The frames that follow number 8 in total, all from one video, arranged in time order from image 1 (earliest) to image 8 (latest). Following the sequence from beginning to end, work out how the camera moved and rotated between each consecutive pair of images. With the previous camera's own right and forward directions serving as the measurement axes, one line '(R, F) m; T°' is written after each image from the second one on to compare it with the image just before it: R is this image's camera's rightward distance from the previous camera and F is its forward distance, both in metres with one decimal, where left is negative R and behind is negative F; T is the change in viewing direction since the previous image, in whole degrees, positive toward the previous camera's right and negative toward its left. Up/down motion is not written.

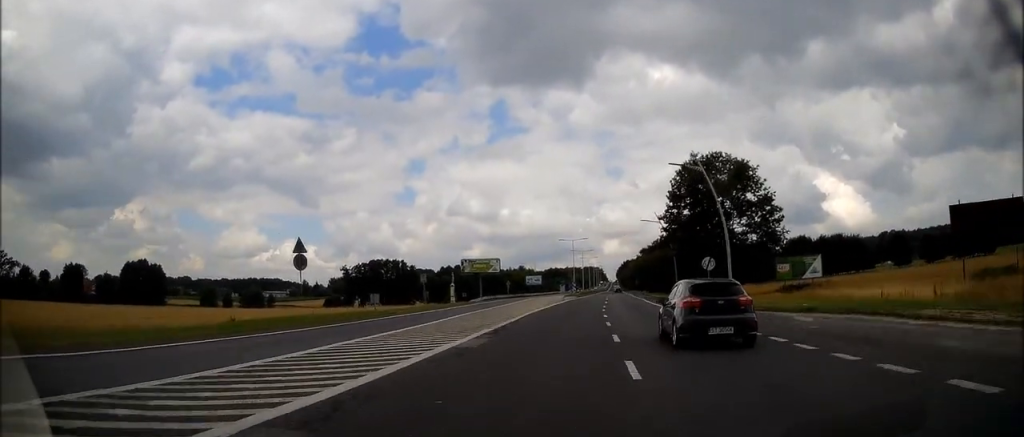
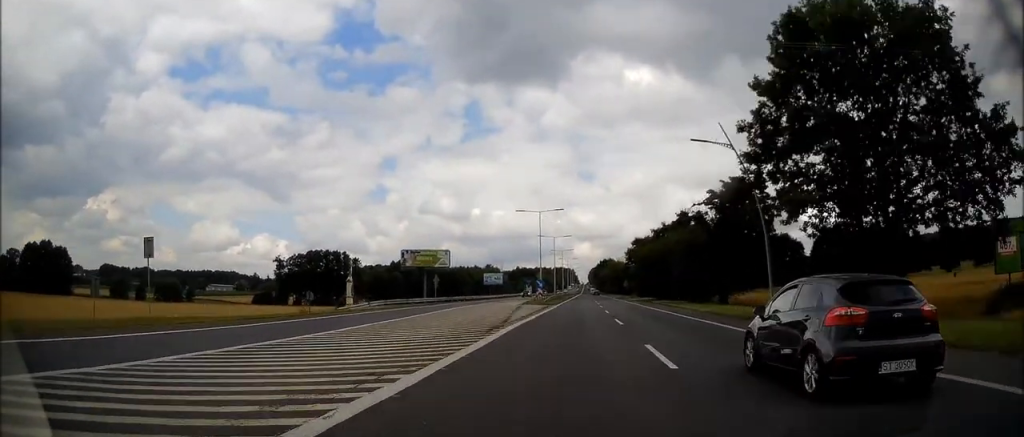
(+0.8, +39.2) m; +3°
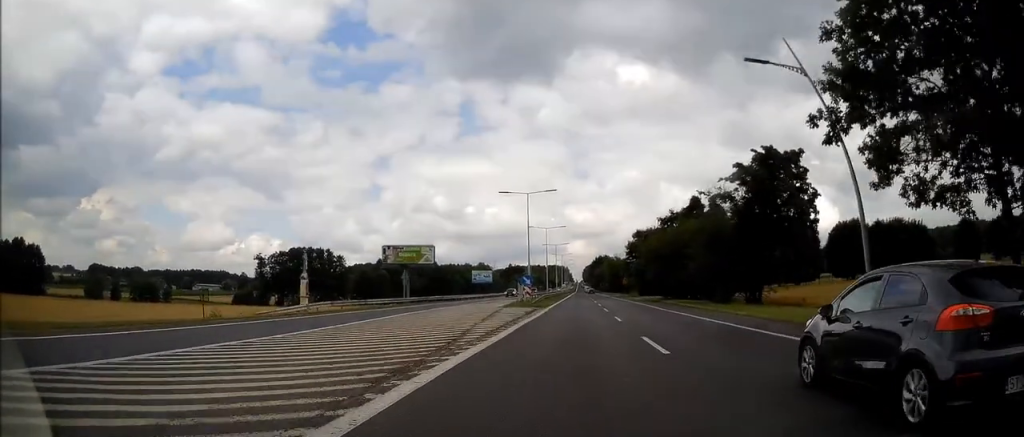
(0.0, +10.9) m; +1°
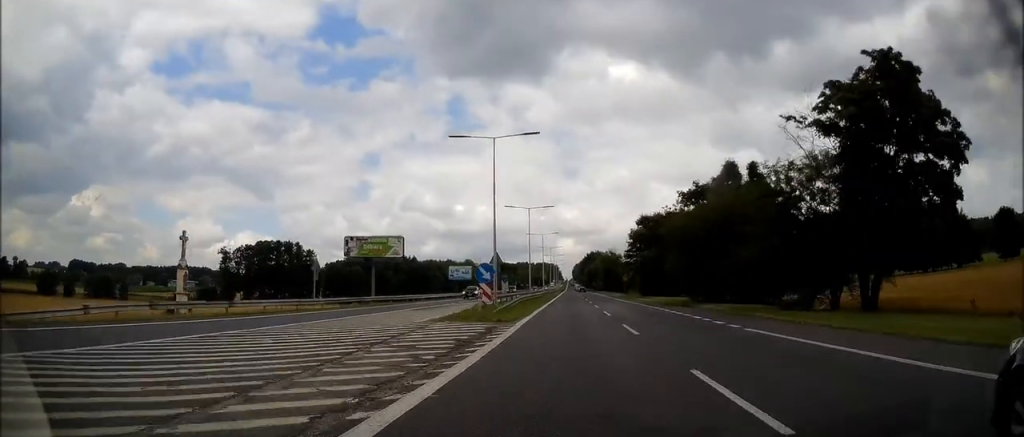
(+0.4, +18.6) m; +1°
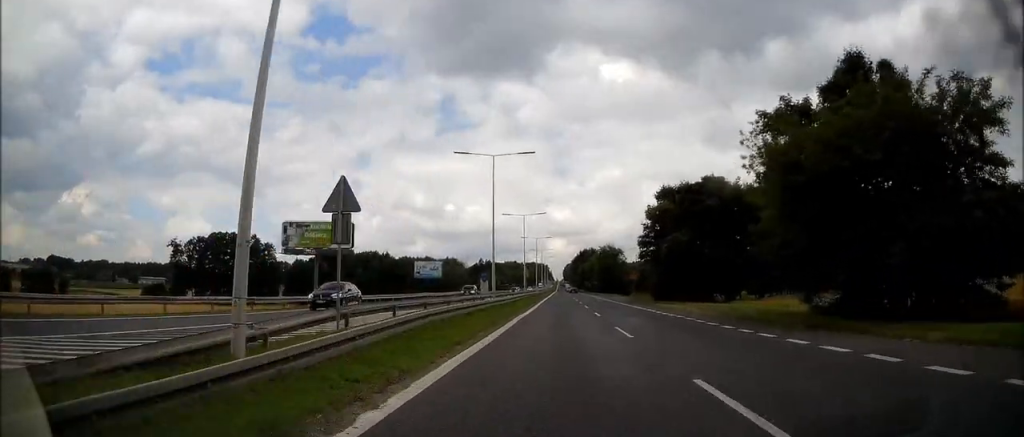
(+0.1, +24.3) m; 0°
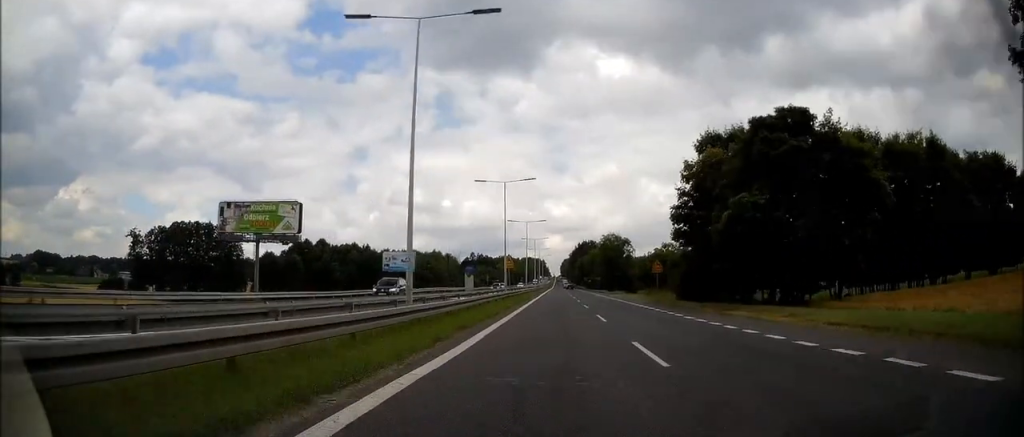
(0.0, +18.8) m; +1°
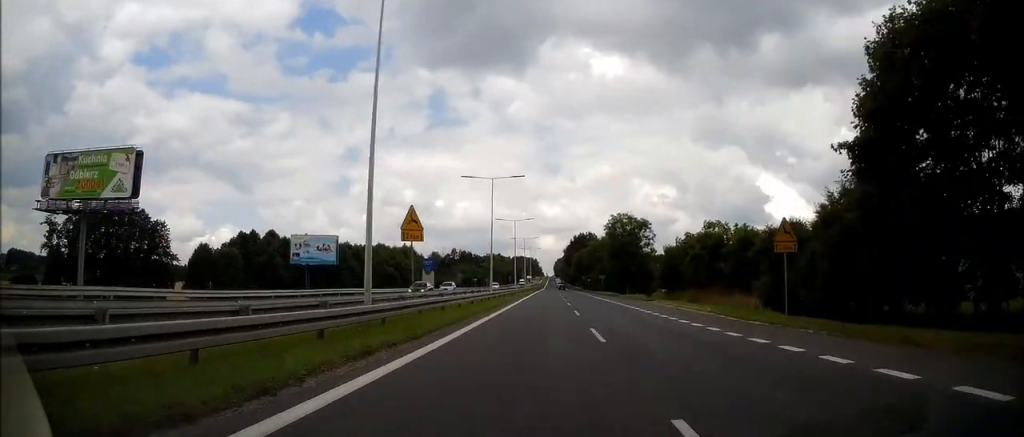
(+0.4, +31.8) m; +1°
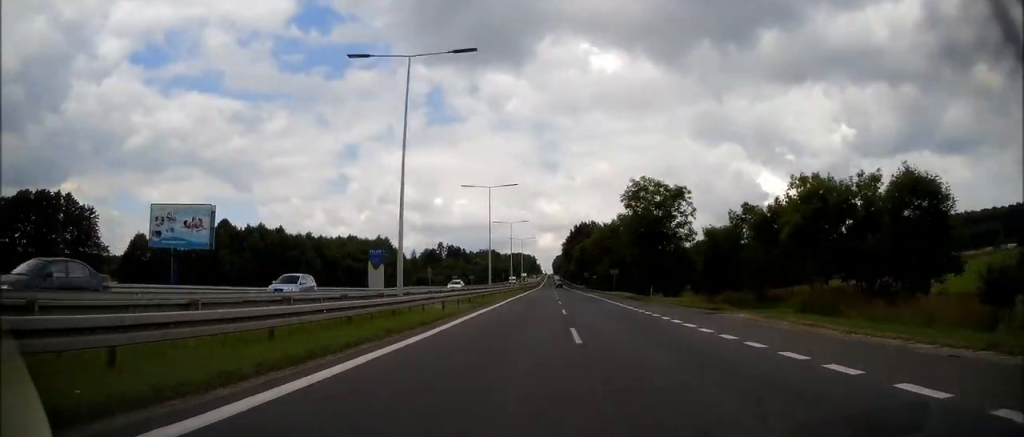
(-0.1, +24.9) m; 0°
